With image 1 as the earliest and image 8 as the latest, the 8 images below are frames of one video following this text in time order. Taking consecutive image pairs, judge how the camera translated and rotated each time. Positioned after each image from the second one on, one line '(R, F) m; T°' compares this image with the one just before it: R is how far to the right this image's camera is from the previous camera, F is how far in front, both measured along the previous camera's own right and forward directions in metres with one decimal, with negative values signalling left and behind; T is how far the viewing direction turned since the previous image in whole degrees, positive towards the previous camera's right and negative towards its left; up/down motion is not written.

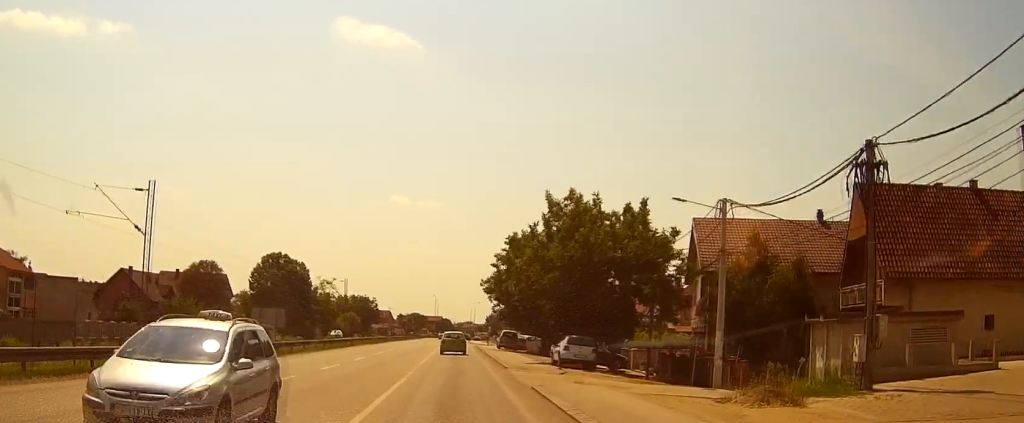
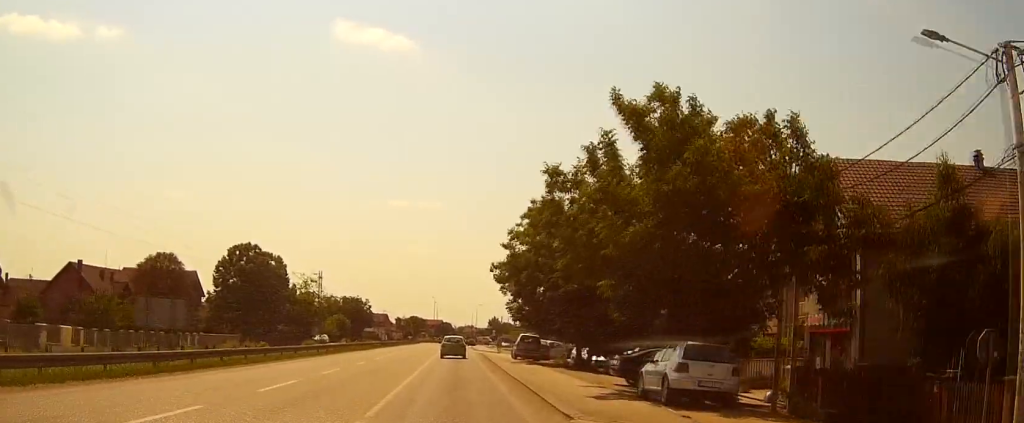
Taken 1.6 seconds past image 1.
(-0.1, +20.2) m; 0°
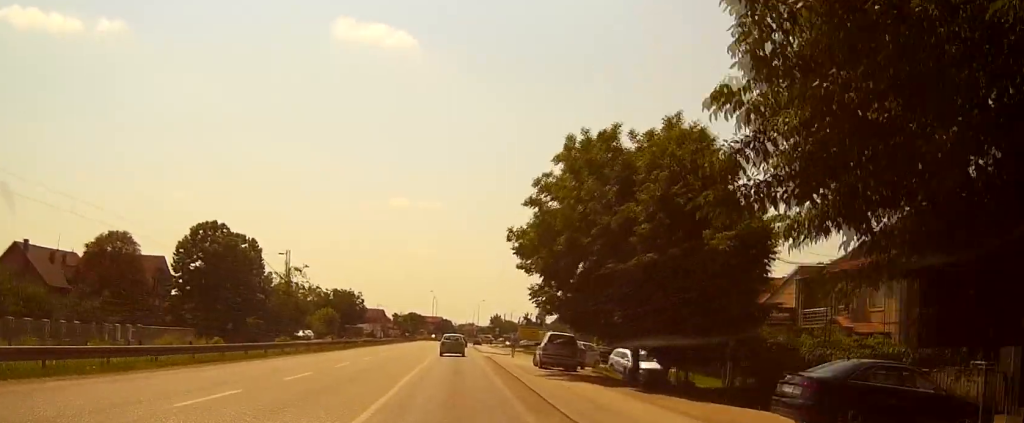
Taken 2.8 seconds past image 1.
(-0.1, +16.7) m; 0°
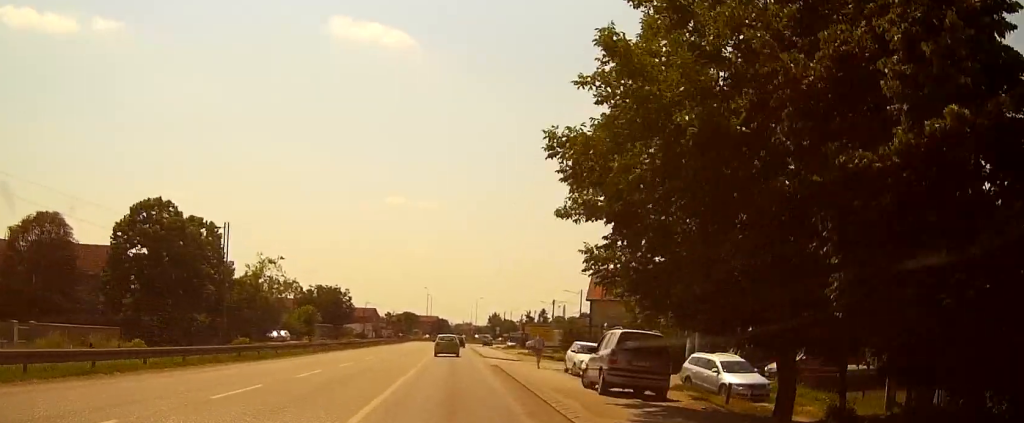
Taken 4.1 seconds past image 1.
(+0.1, +17.2) m; 0°
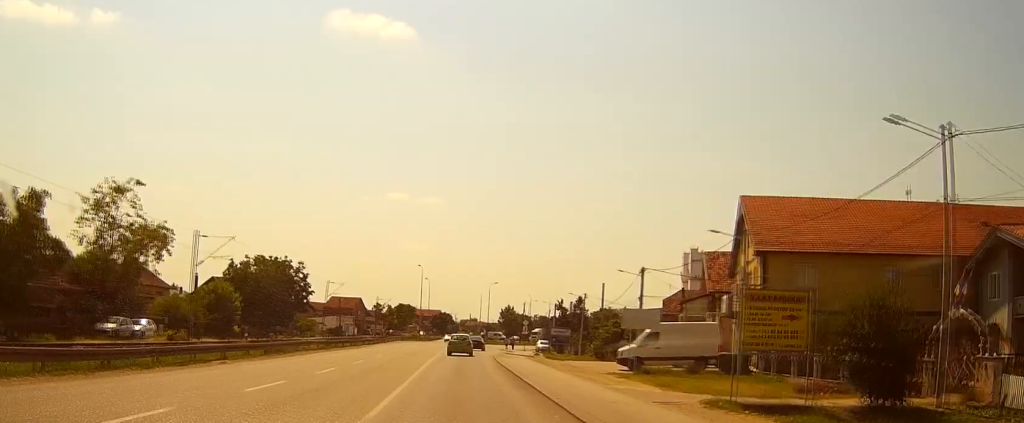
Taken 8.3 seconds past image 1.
(-0.2, +58.4) m; 0°
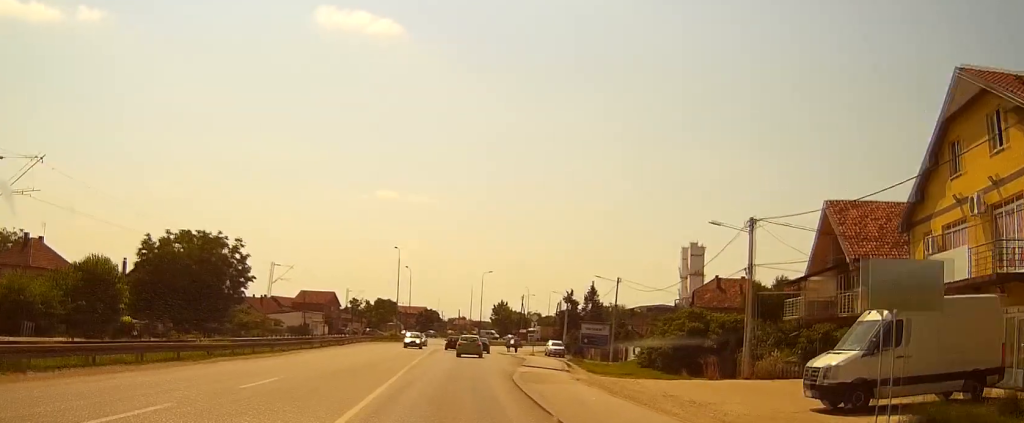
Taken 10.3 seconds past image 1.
(+0.3, +28.8) m; +1°
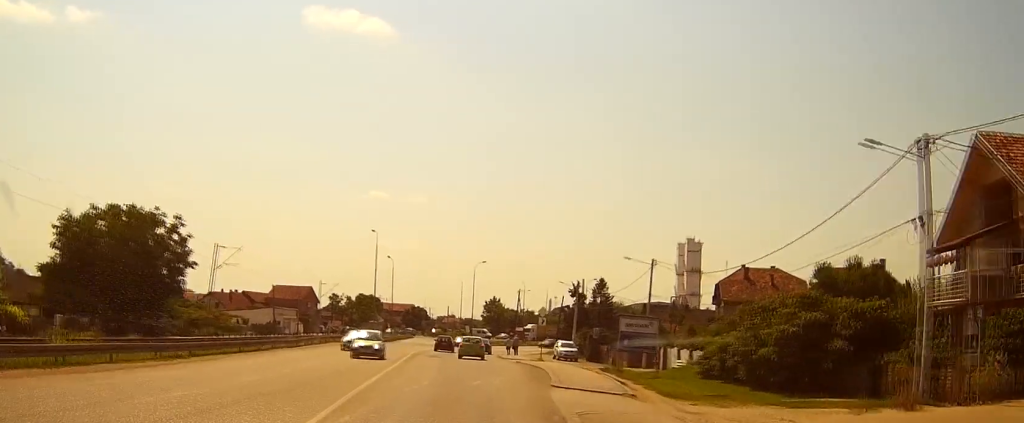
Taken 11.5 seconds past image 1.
(+0.1, +16.8) m; 0°
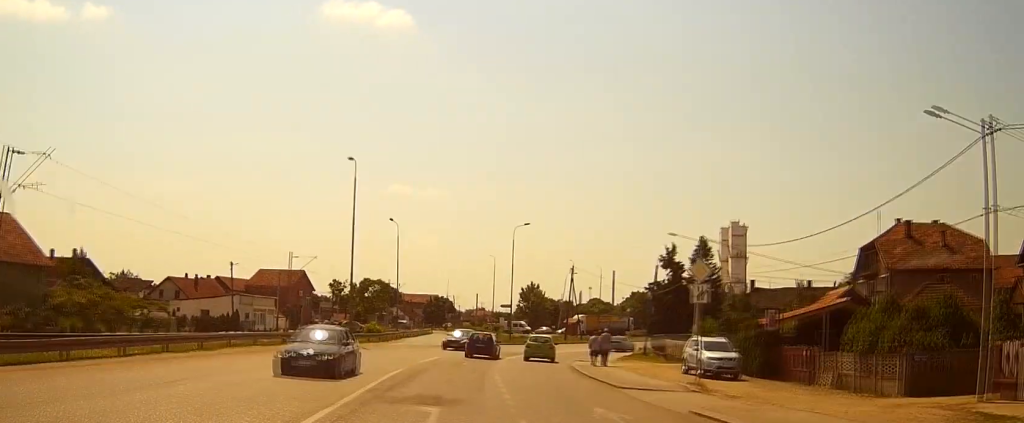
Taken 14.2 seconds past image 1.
(-0.3, +35.5) m; 0°
